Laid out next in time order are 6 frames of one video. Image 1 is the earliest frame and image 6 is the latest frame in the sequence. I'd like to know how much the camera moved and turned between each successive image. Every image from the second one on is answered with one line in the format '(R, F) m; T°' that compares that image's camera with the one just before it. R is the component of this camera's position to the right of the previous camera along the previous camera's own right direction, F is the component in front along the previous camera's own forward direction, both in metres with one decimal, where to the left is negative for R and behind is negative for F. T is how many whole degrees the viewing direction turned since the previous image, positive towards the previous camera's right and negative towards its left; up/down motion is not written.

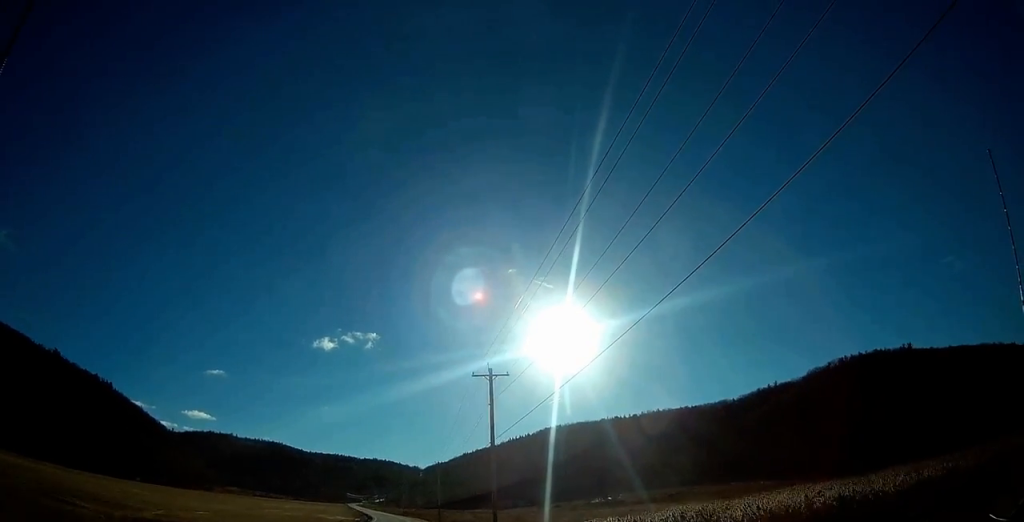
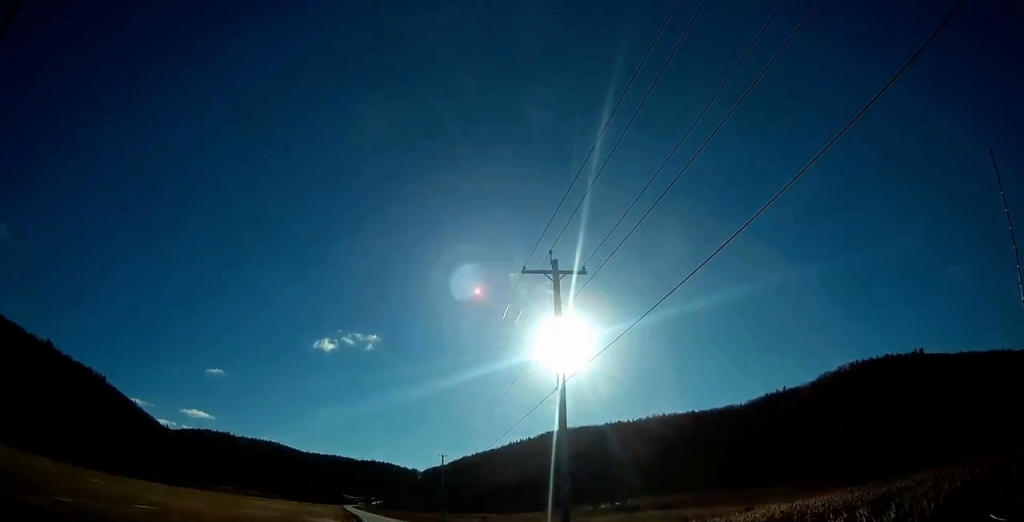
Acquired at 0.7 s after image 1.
(0.0, +17.4) m; 0°
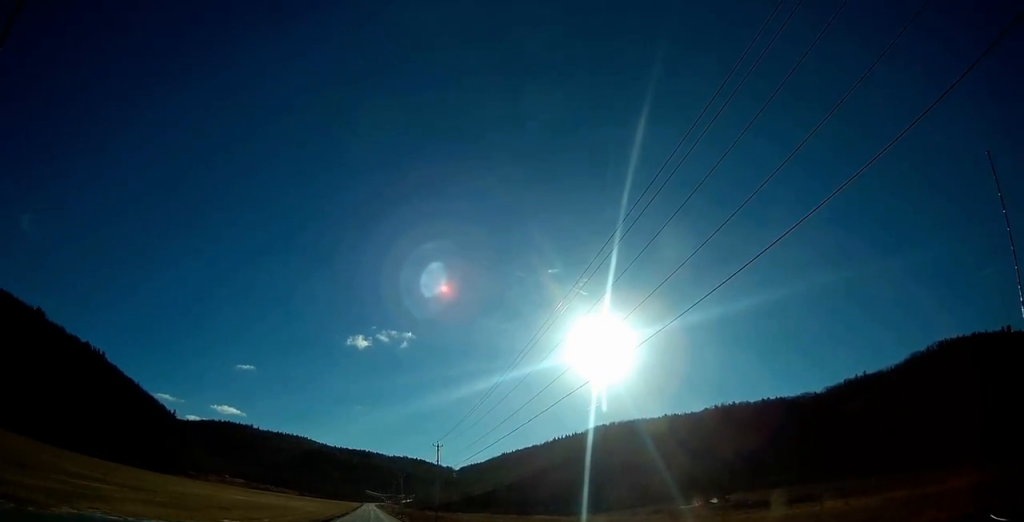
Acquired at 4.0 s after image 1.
(-2.4, +82.4) m; -3°
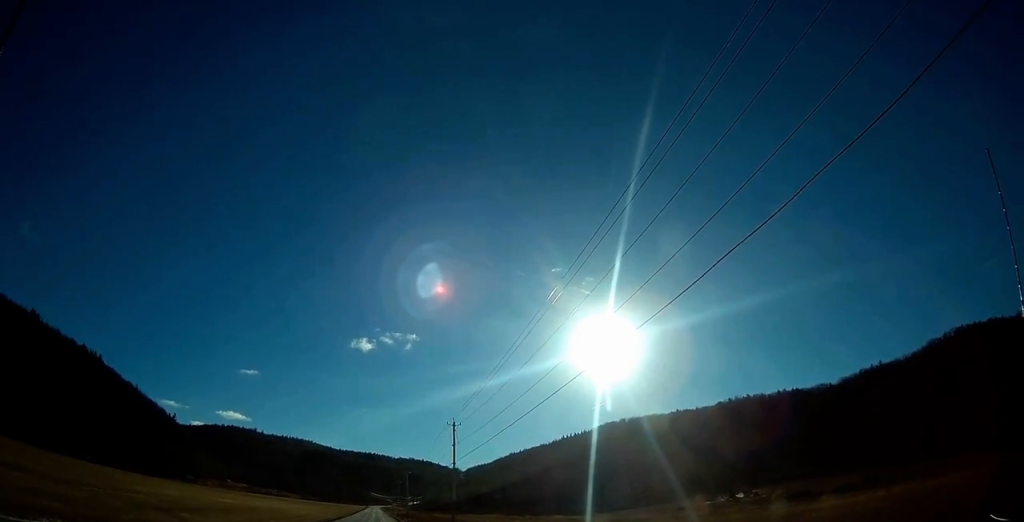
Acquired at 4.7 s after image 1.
(+0.2, +17.5) m; -1°
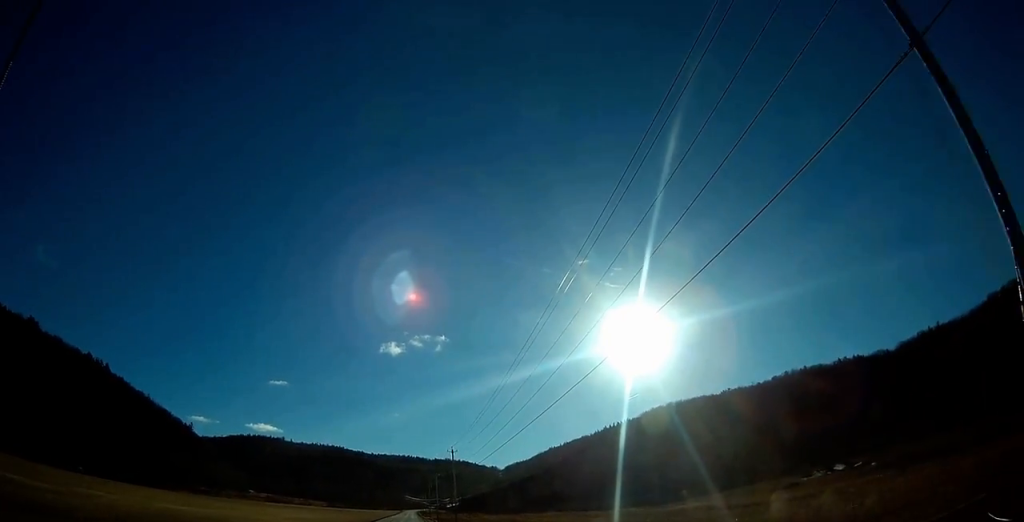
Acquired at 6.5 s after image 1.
(-1.5, +46.1) m; -3°
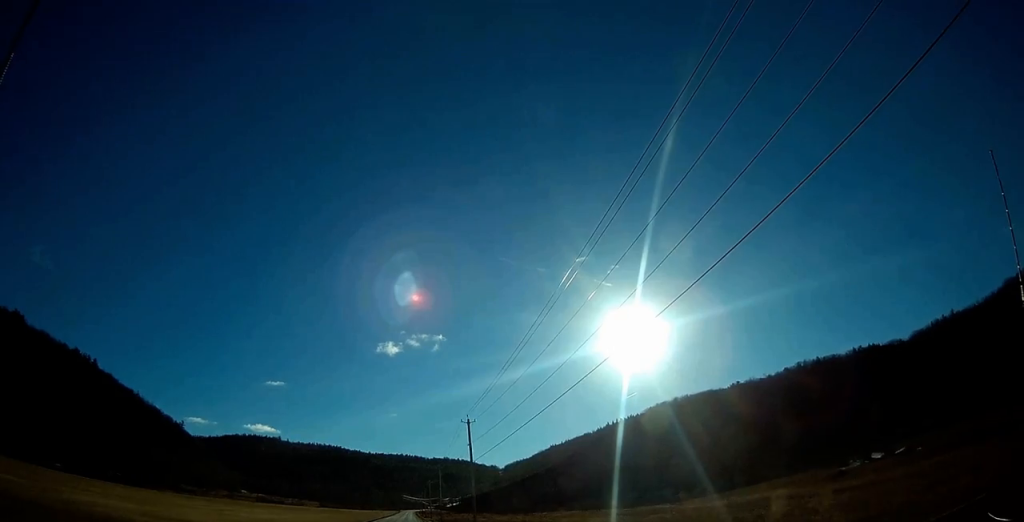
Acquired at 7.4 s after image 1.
(-0.2, +22.7) m; -1°
